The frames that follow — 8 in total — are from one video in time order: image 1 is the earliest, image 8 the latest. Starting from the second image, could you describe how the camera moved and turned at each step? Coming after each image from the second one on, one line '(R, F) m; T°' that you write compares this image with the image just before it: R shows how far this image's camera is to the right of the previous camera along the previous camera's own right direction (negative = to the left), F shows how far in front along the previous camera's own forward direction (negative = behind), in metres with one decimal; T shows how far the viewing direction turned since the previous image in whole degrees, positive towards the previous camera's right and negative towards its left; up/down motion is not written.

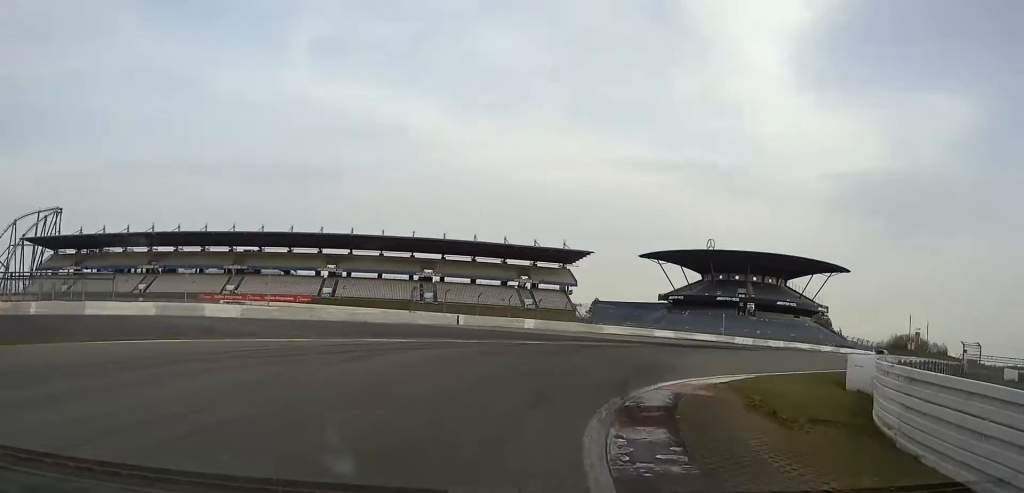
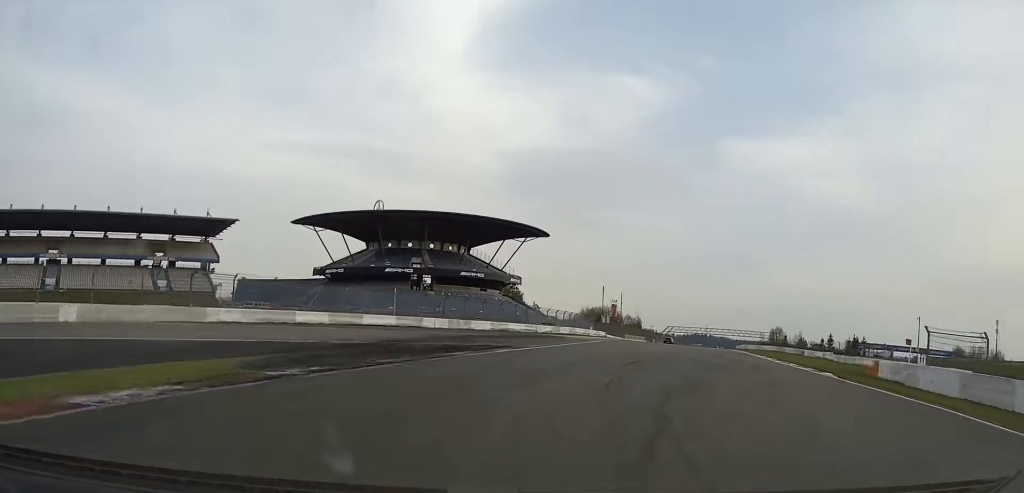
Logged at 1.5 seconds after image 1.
(+9.5, +30.4) m; +33°
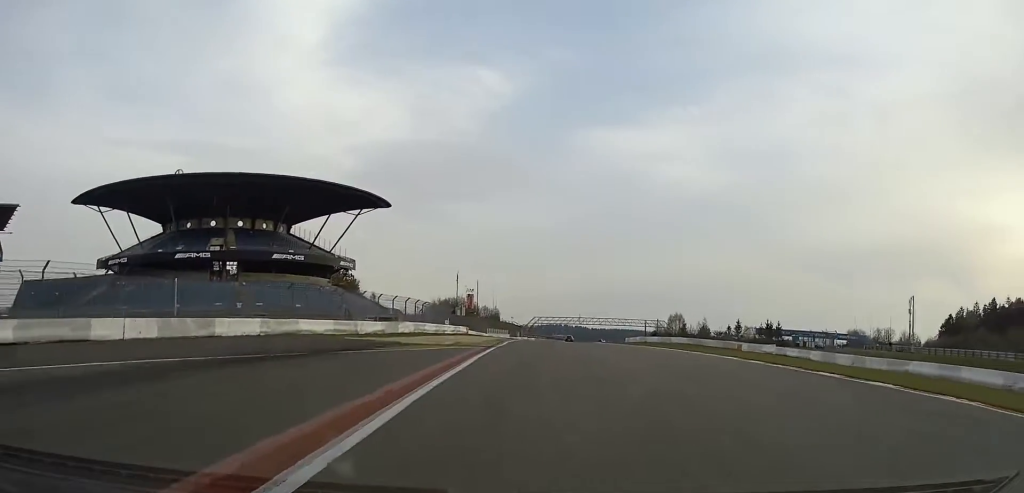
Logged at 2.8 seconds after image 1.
(+6.5, +36.5) m; +14°
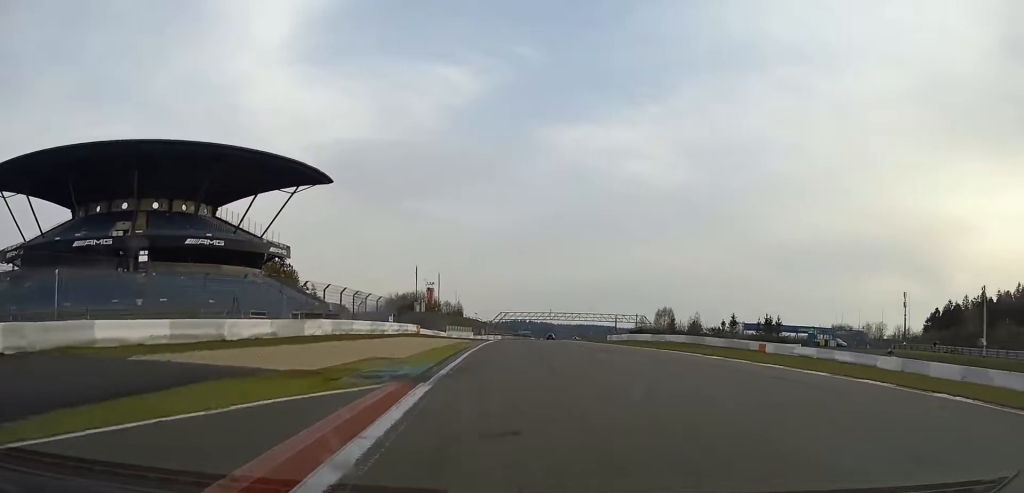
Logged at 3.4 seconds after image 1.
(+0.8, +20.6) m; +4°
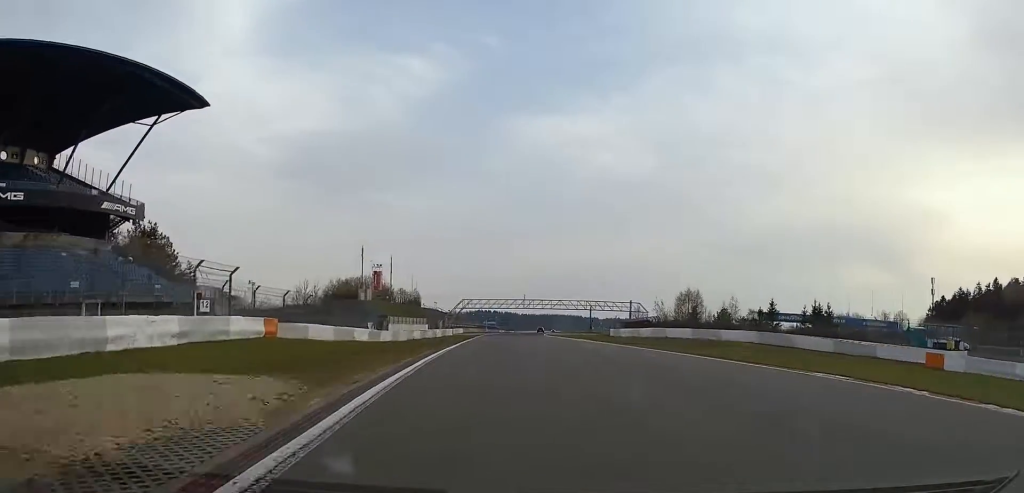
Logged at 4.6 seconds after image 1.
(+1.3, +38.7) m; +3°
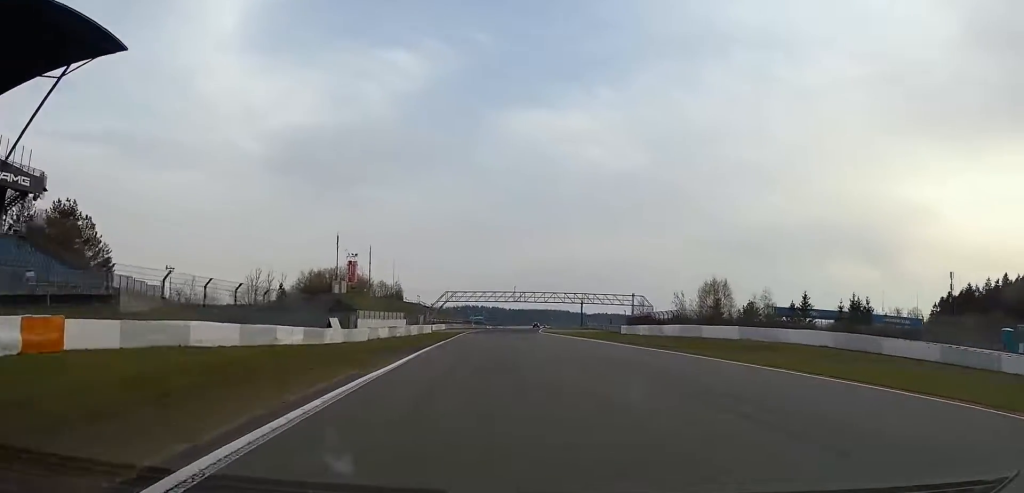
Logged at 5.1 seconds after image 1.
(+0.1, +17.2) m; +1°
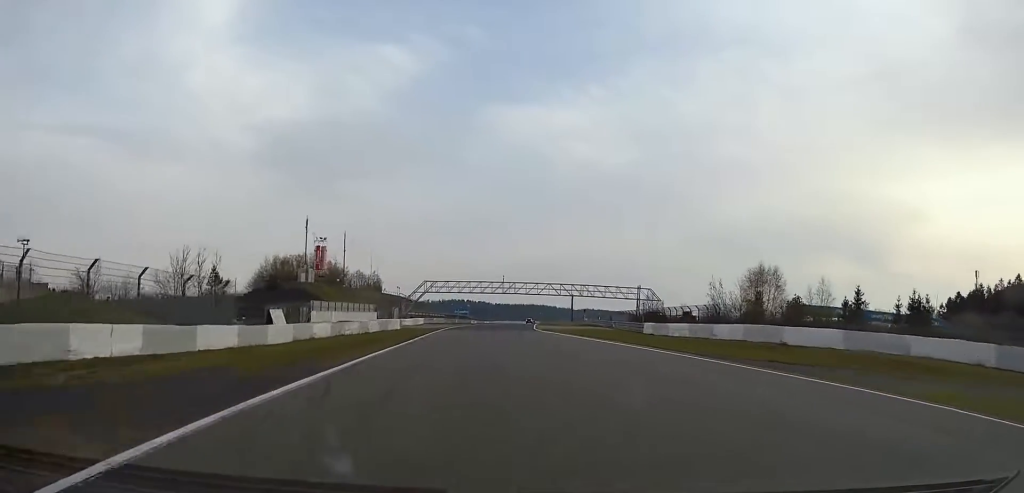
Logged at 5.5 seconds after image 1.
(+0.1, +17.7) m; +1°
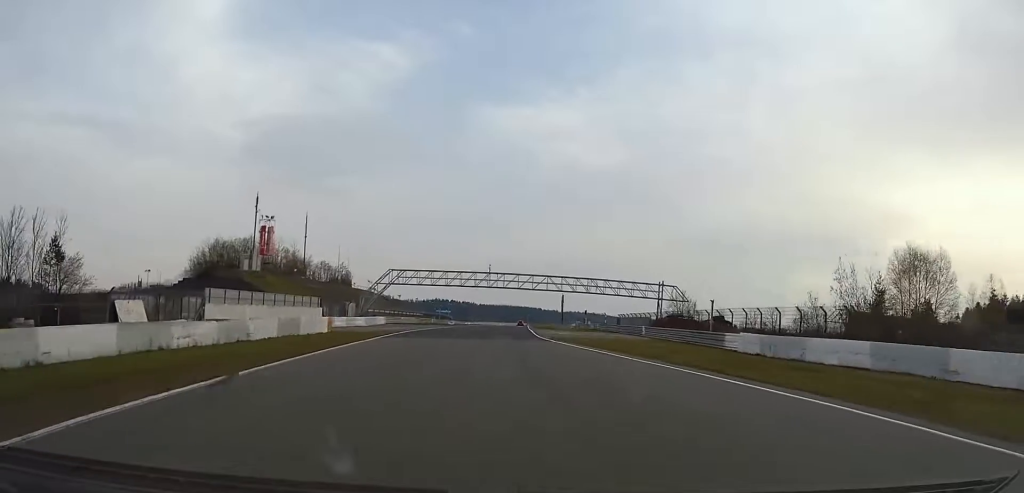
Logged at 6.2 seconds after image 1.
(+0.3, +26.5) m; +1°
